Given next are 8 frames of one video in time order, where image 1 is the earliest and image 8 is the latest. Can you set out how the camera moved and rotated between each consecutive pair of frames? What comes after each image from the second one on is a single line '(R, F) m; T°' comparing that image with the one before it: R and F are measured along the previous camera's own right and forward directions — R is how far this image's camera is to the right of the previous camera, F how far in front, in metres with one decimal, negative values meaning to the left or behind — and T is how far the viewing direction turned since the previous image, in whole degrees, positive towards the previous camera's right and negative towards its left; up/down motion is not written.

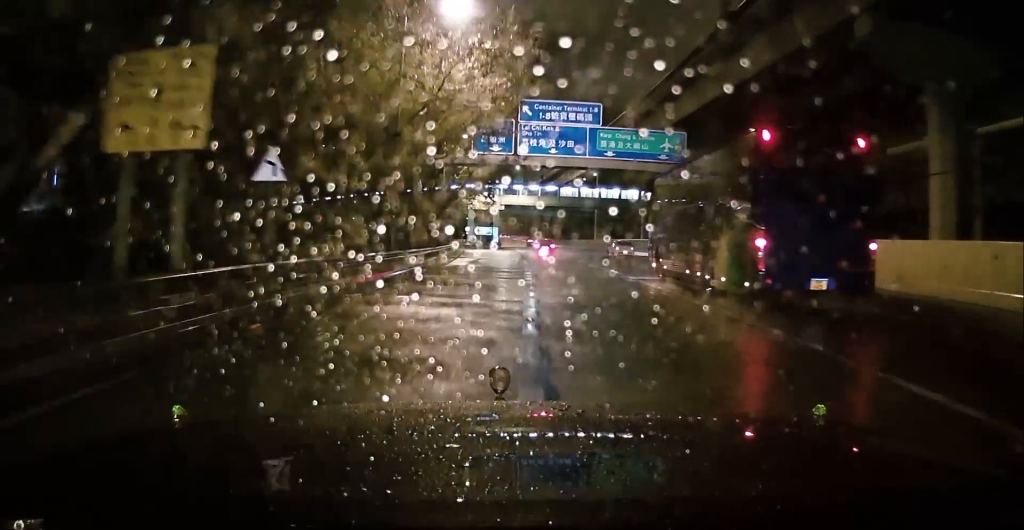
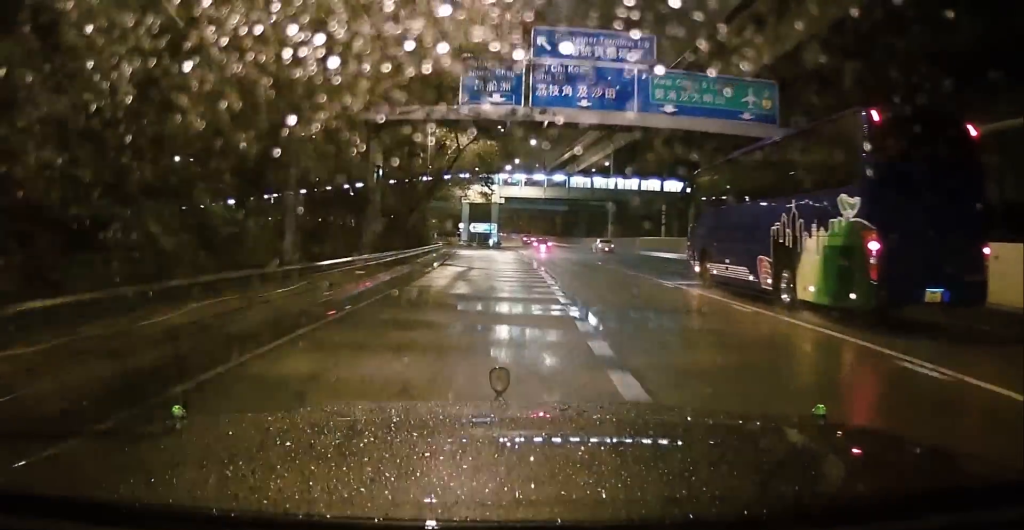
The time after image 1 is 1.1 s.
(+0.1, +15.6) m; 0°
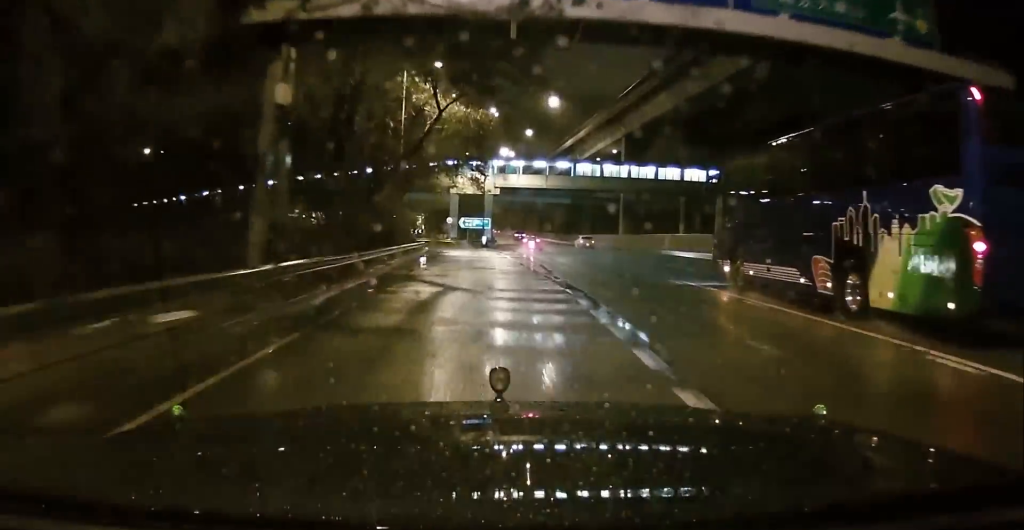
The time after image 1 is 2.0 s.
(-0.2, +12.9) m; -1°
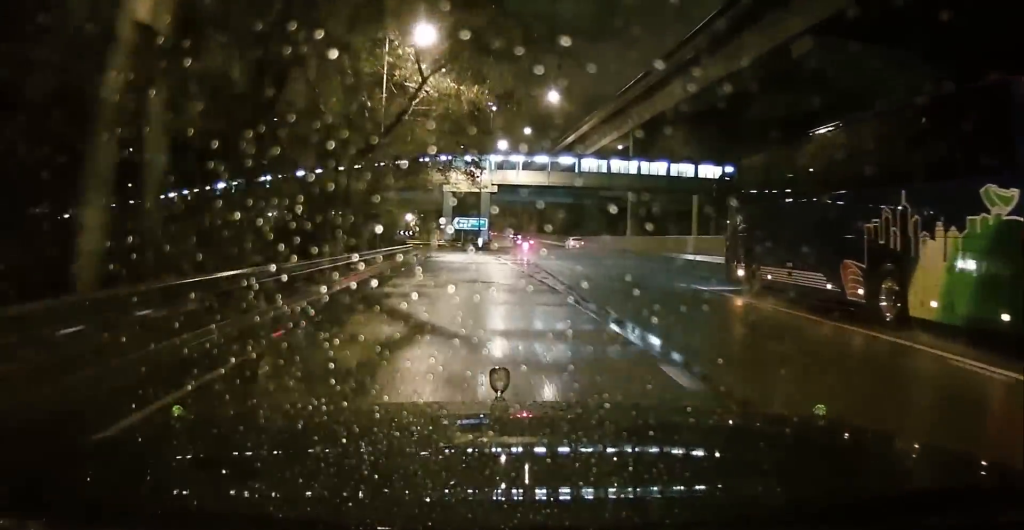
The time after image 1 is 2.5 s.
(0.0, +6.8) m; +1°
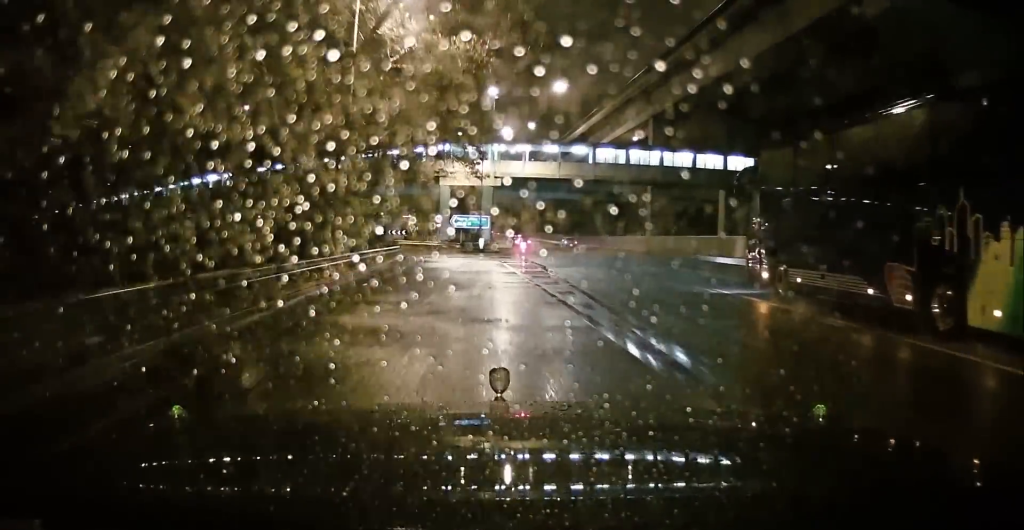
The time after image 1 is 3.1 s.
(0.0, +8.7) m; +1°
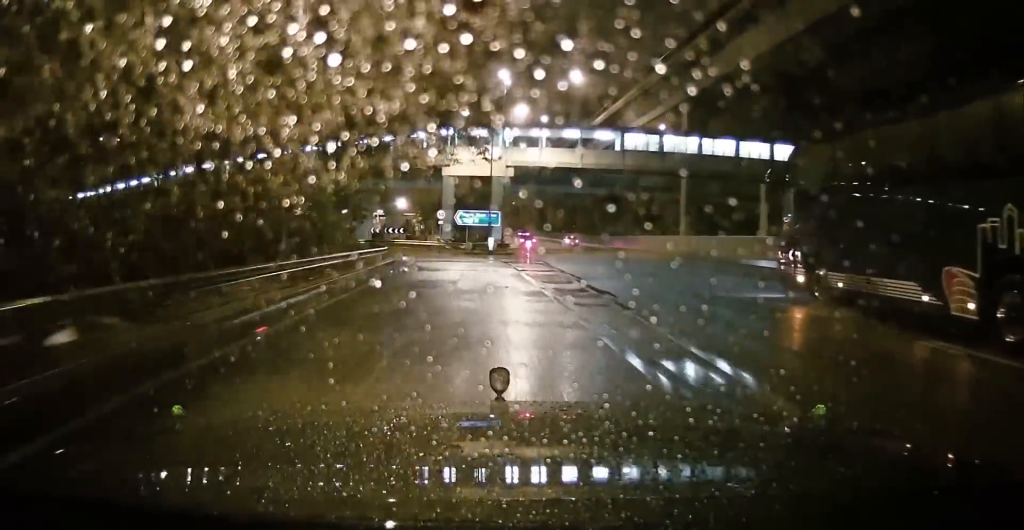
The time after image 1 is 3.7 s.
(+0.3, +9.3) m; 0°
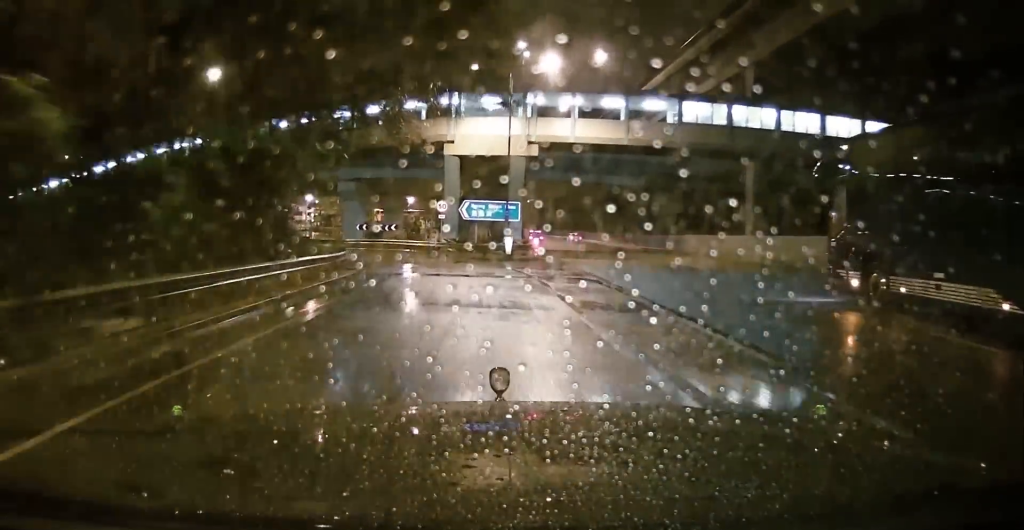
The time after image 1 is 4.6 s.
(-0.2, +13.5) m; -1°
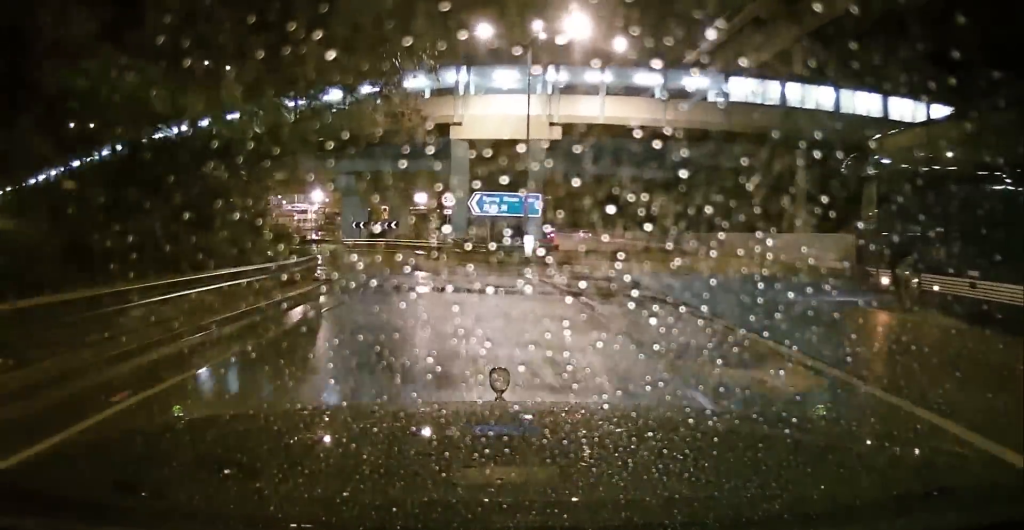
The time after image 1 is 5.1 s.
(-0.1, +6.6) m; -1°
